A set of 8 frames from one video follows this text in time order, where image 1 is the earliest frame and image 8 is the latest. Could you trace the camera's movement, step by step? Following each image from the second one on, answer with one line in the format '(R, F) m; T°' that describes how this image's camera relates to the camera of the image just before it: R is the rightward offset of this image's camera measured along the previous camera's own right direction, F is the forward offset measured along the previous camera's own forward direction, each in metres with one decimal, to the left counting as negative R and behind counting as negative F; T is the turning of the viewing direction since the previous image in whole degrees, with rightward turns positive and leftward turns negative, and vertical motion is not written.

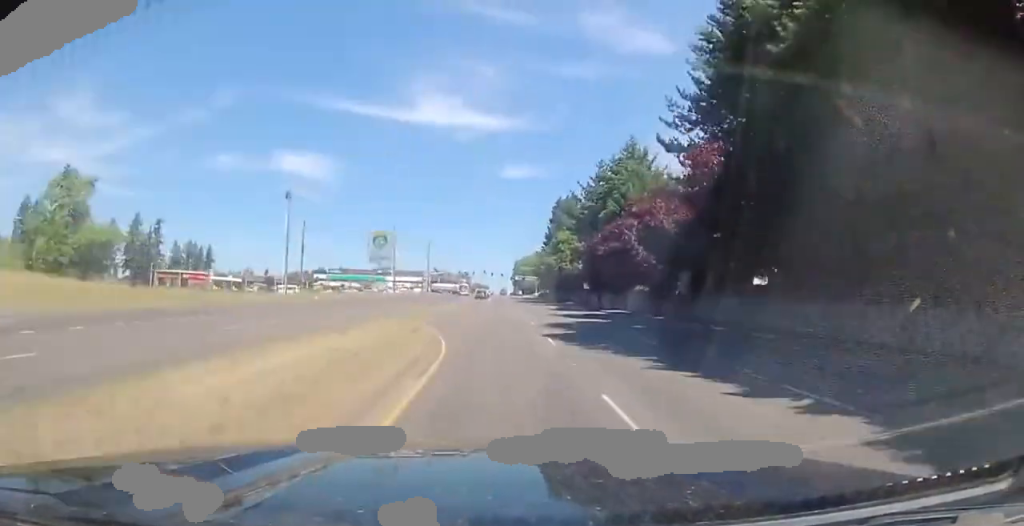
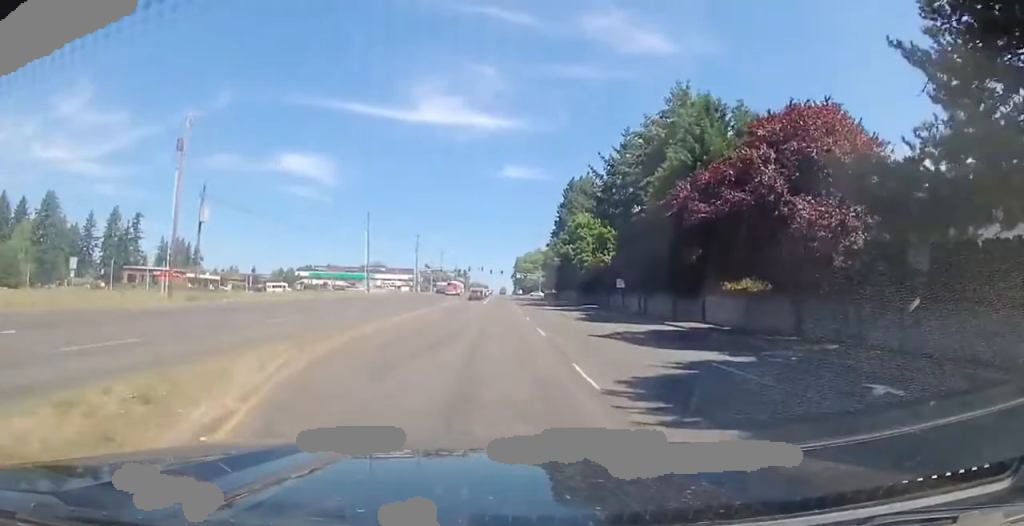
(0.0, +20.8) m; 0°
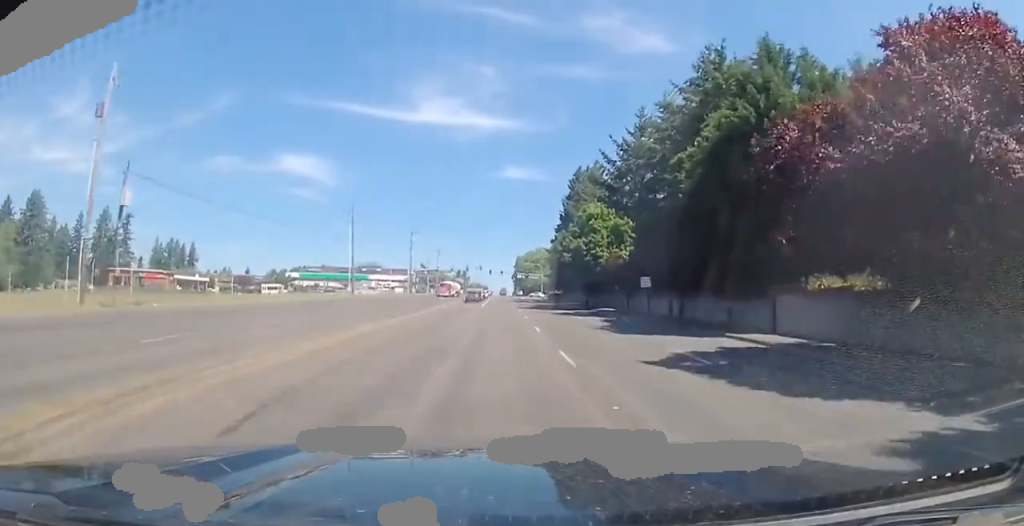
(0.0, +9.0) m; 0°
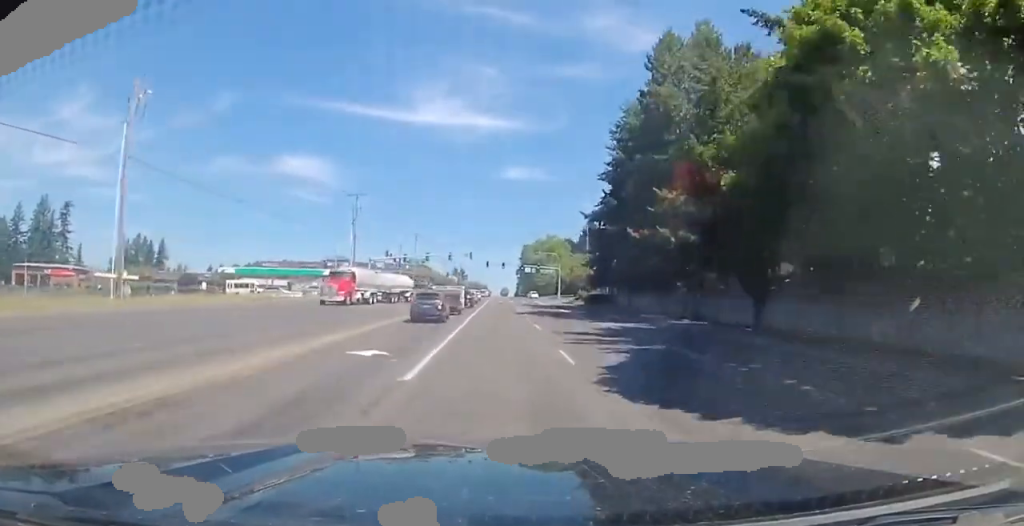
(-0.2, +49.5) m; 0°
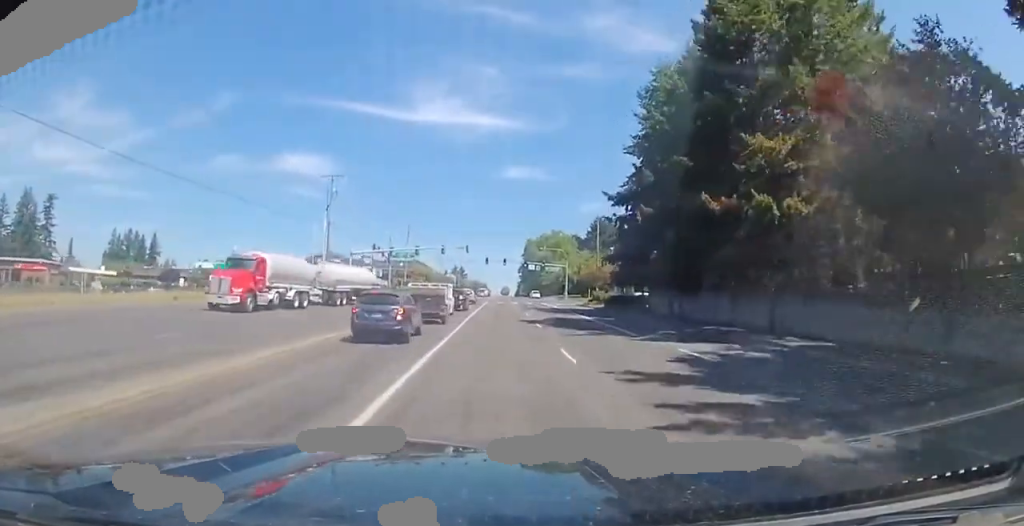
(-0.1, +11.8) m; 0°
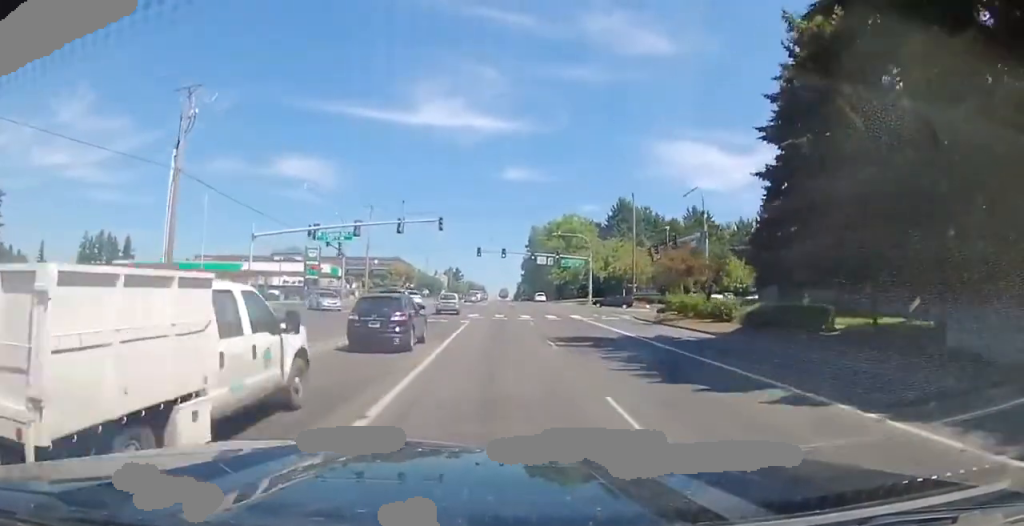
(+0.1, +30.9) m; +1°
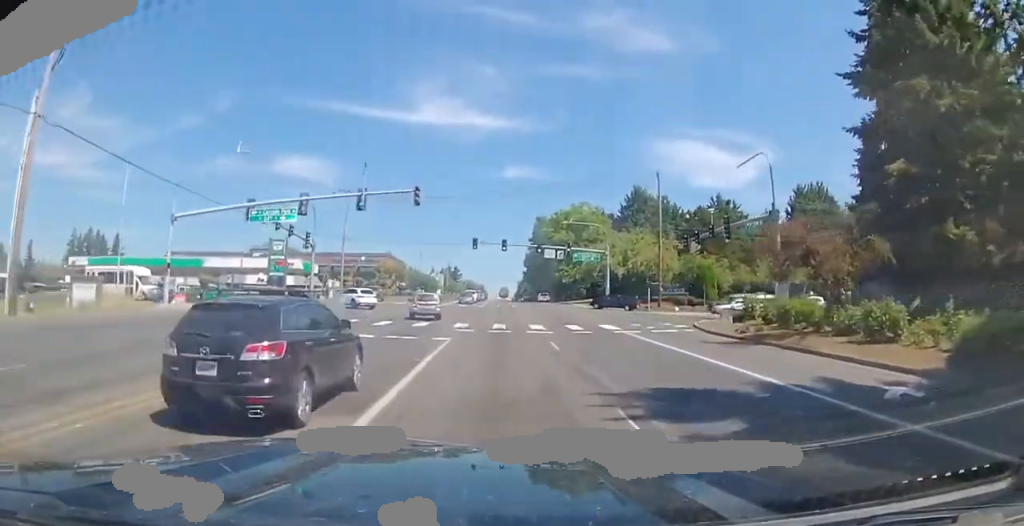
(0.0, +12.5) m; 0°
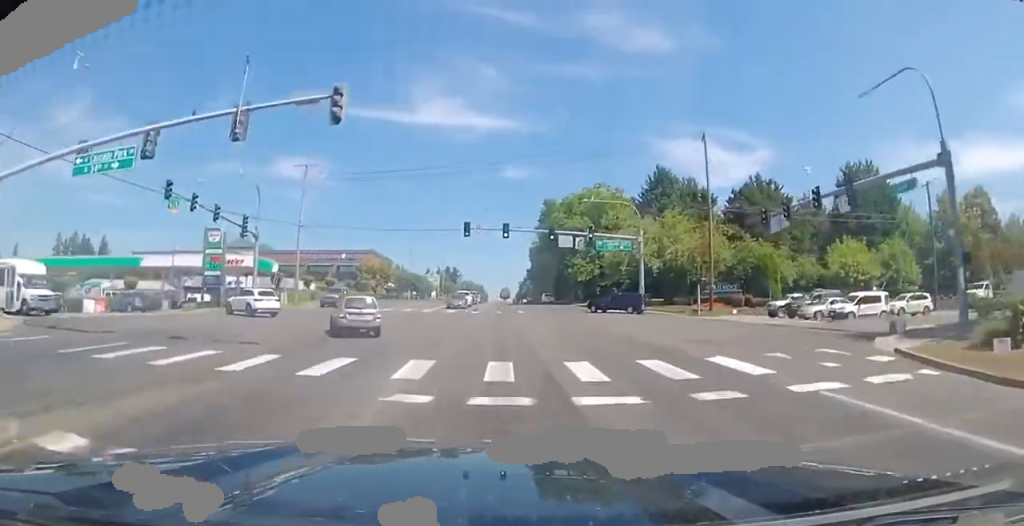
(0.0, +15.5) m; -1°
